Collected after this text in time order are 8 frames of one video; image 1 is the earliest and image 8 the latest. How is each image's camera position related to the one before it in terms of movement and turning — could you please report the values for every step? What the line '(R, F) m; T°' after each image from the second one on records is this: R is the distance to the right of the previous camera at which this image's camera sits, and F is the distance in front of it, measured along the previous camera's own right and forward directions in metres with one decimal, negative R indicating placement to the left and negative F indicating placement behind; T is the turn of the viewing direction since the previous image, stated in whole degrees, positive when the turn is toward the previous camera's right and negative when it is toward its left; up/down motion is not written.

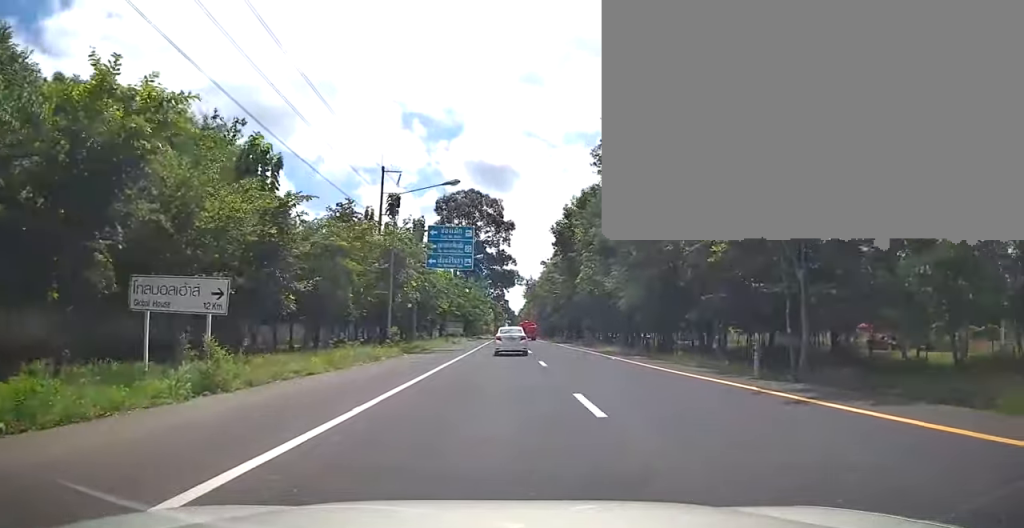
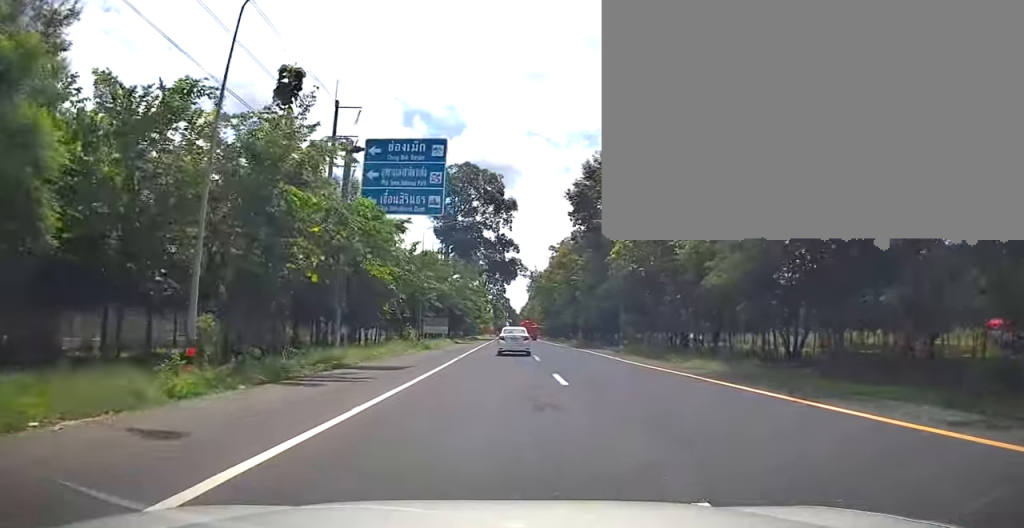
(-0.4, +18.8) m; -2°
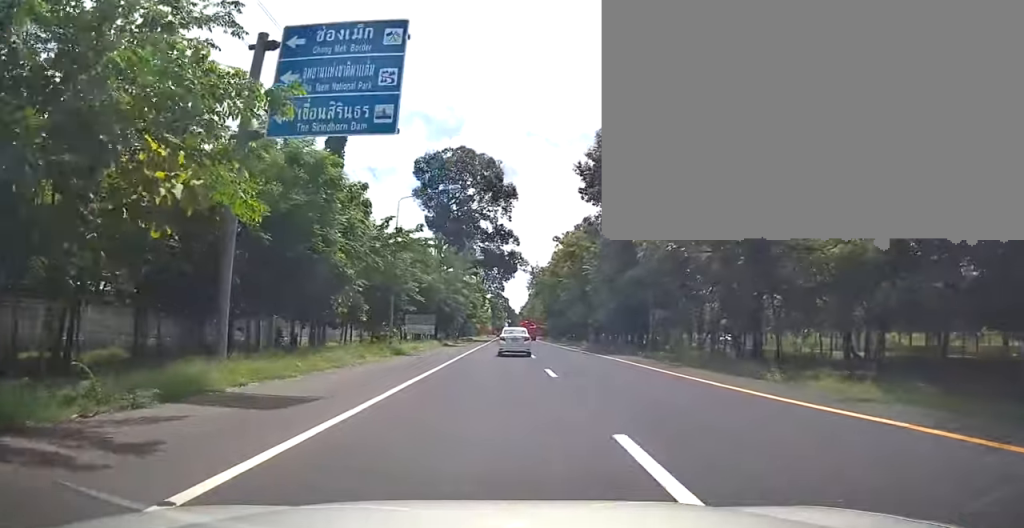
(-0.1, +9.2) m; 0°
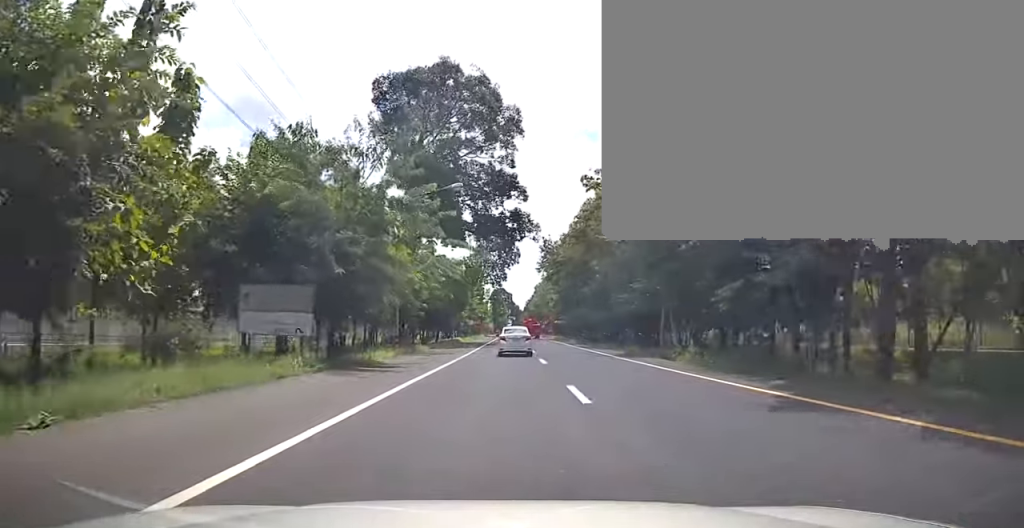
(+0.3, +29.8) m; 0°
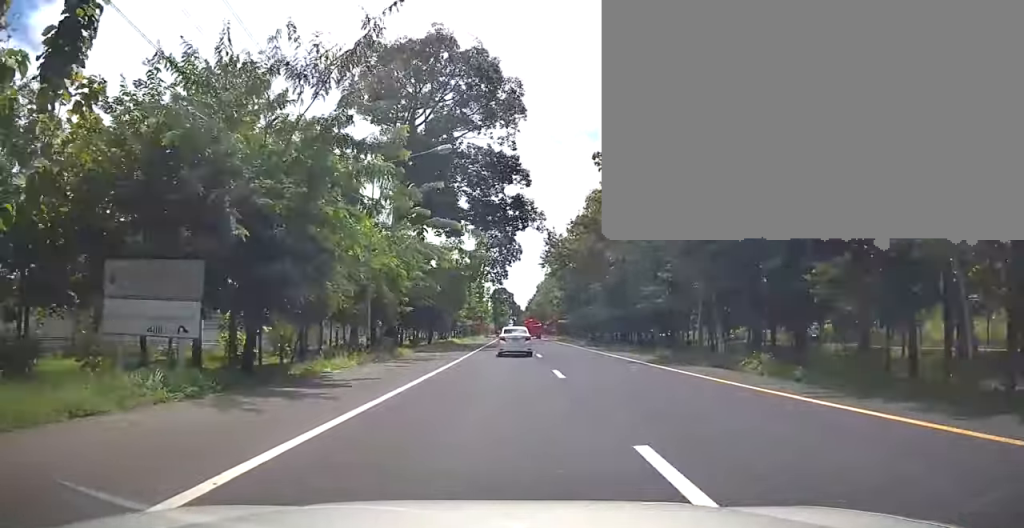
(-0.1, +6.7) m; 0°
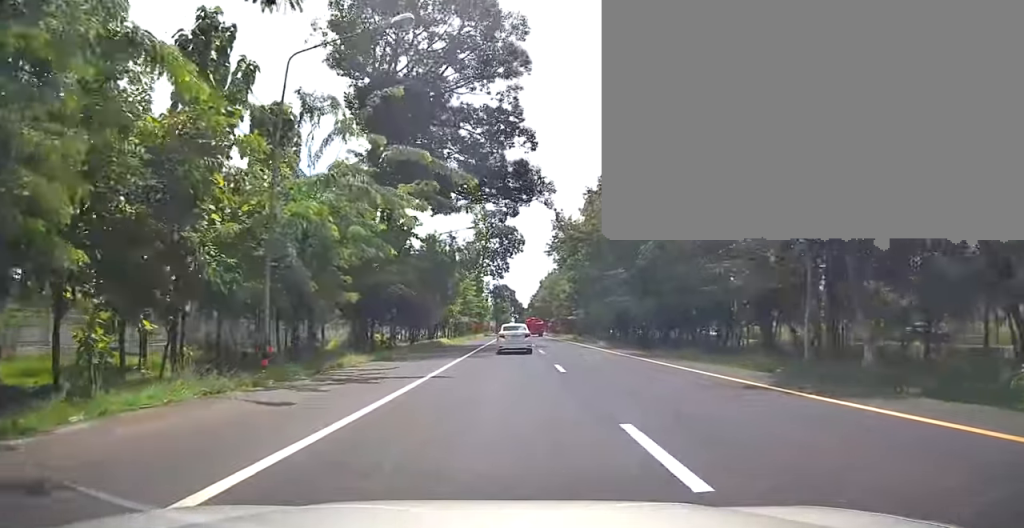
(-0.1, +10.8) m; 0°
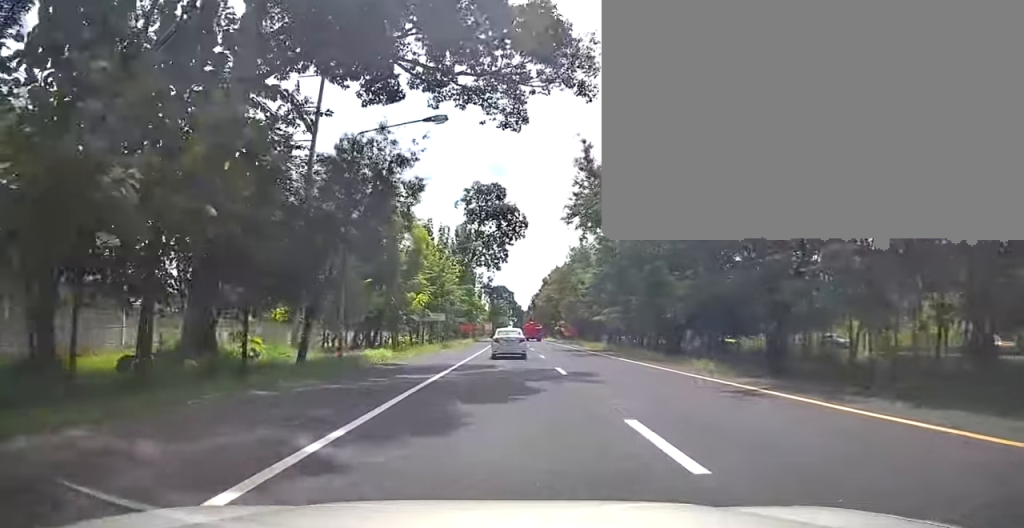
(+0.2, +23.7) m; 0°
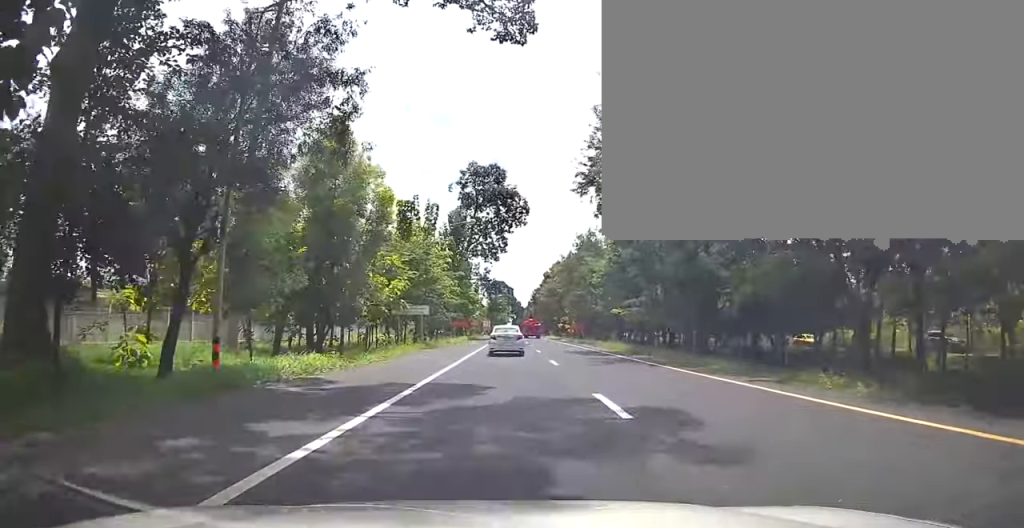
(-0.1, +9.0) m; 0°
